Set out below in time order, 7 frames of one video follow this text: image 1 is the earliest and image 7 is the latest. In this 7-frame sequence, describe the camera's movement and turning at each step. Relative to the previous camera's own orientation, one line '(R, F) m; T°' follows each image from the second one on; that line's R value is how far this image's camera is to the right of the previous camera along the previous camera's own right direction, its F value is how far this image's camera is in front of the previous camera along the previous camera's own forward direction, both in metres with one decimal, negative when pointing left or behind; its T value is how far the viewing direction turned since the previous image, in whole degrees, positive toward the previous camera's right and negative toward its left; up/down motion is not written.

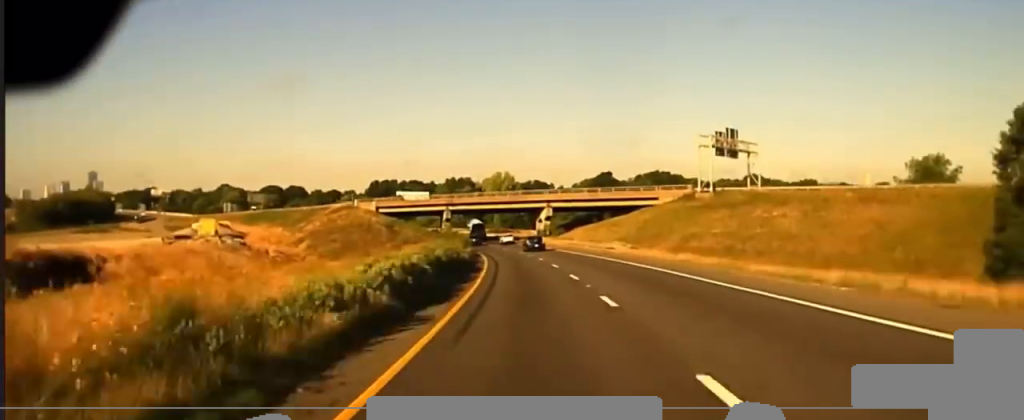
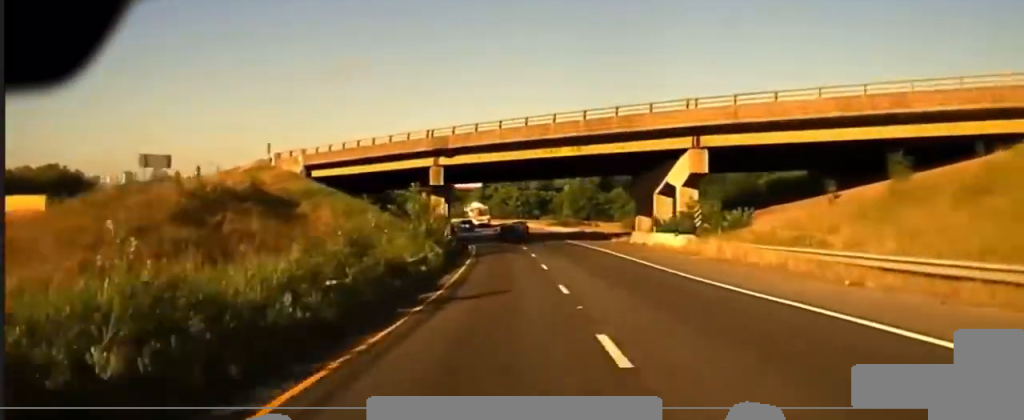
(-2.6, +81.6) m; -5°
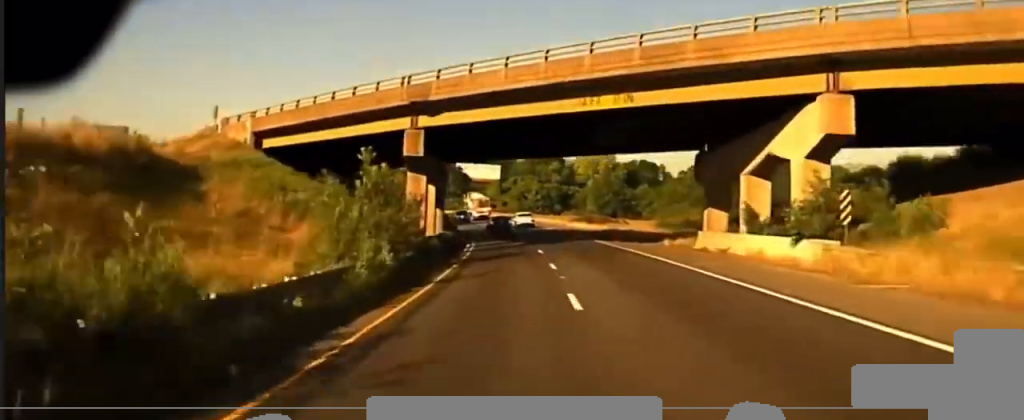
(-0.1, +18.8) m; -2°
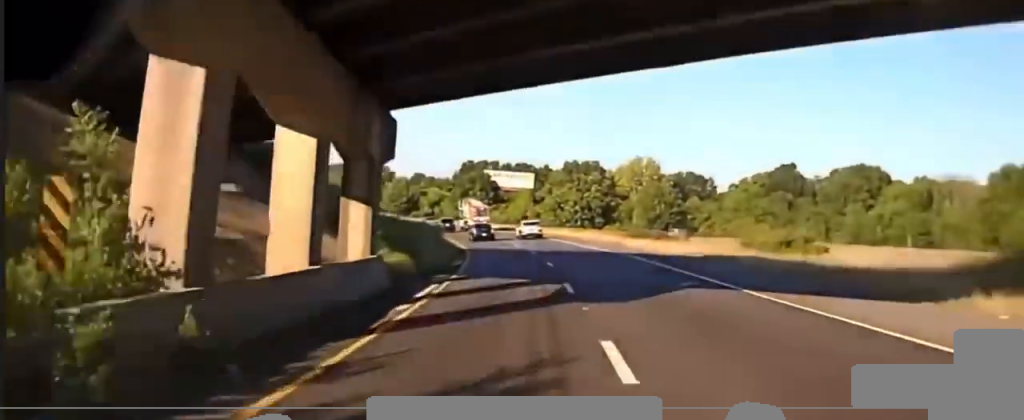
(-0.7, +31.0) m; -2°
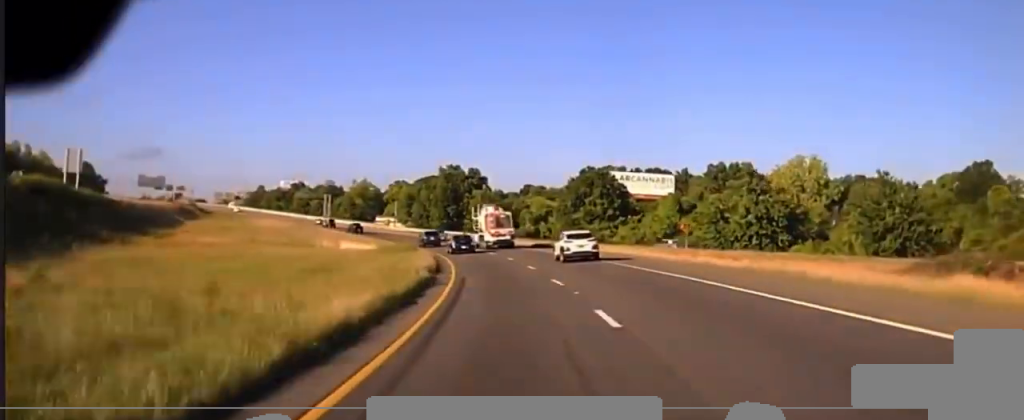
(-4.1, +67.3) m; -8°
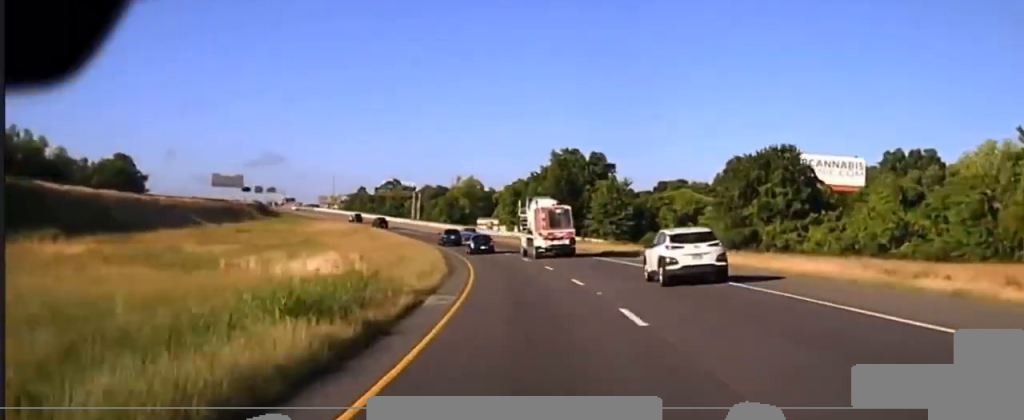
(-2.7, +47.8) m; -7°
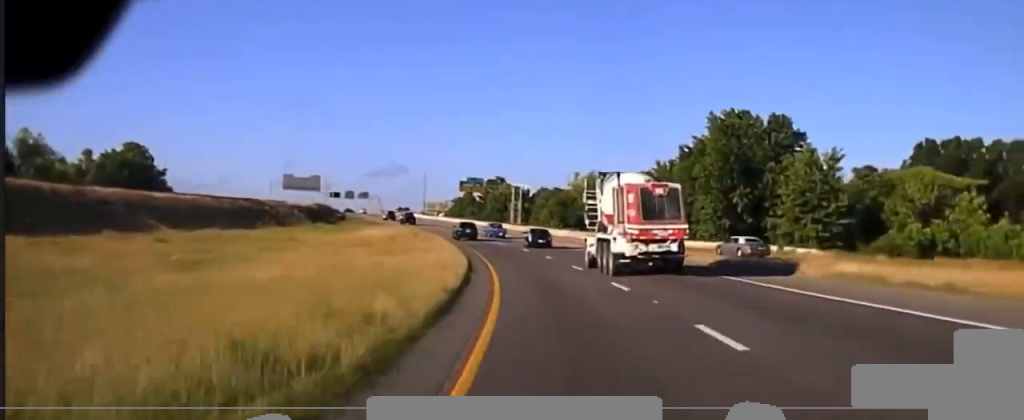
(-3.2, +51.1) m; -8°
